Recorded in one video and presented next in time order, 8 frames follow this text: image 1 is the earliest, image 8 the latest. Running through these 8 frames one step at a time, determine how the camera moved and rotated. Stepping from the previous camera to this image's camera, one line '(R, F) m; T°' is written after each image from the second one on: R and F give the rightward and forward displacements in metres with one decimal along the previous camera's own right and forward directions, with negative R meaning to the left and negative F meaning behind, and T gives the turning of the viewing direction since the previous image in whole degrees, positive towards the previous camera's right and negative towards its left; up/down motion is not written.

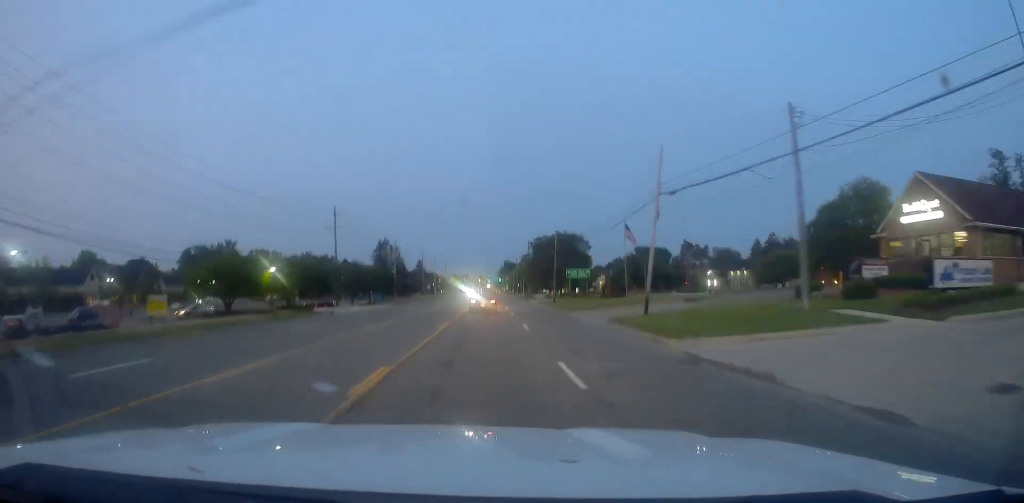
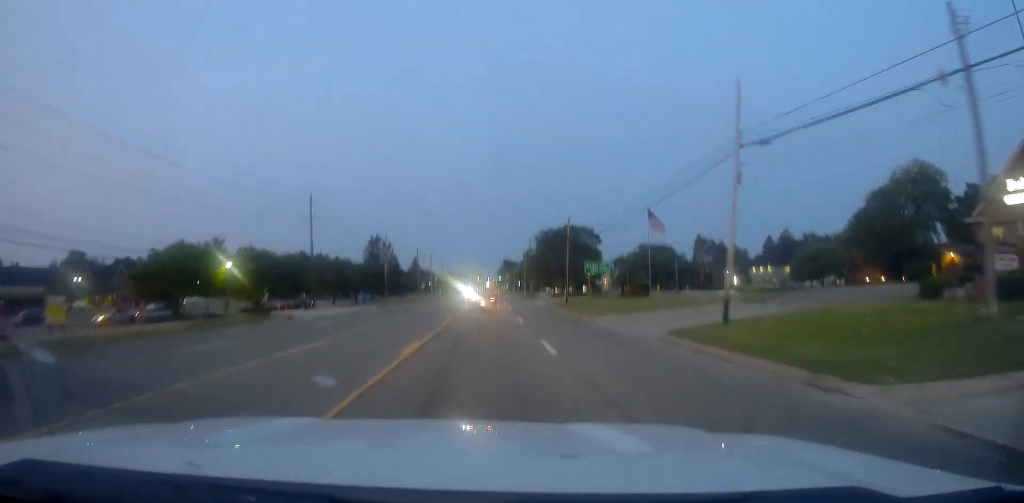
(-0.1, +10.5) m; -1°
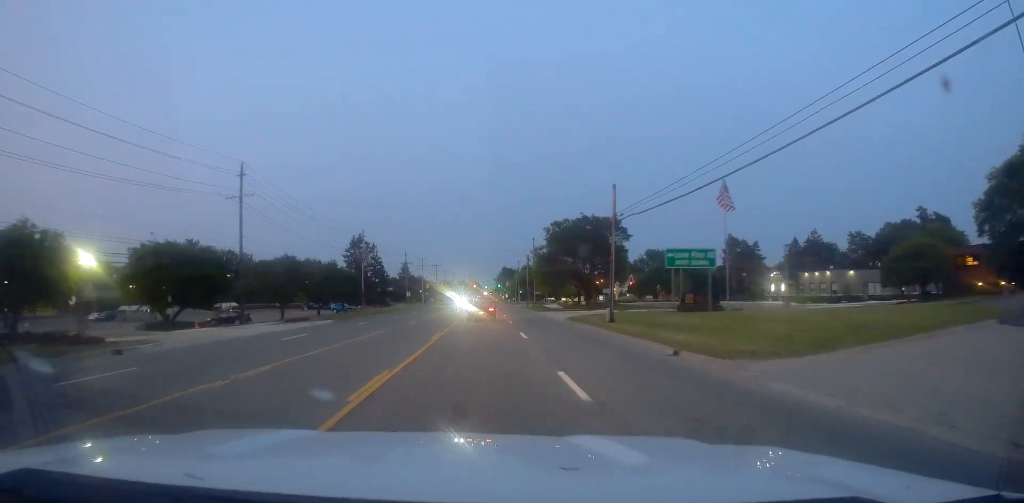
(-0.4, +19.6) m; +1°
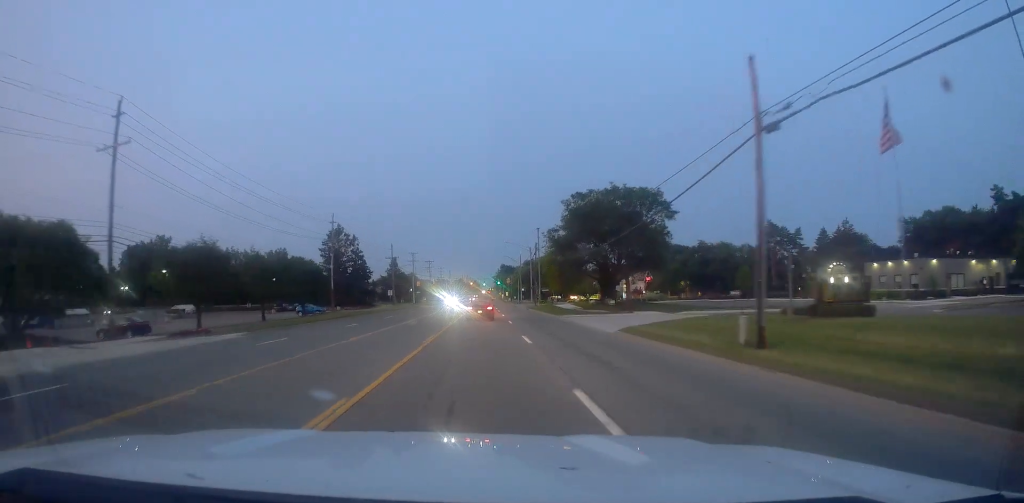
(+0.6, +18.4) m; 0°
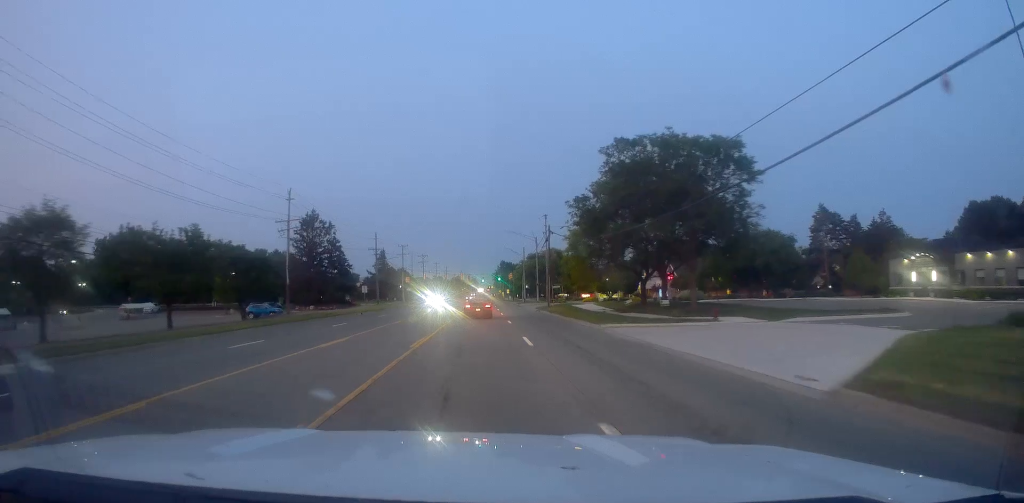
(-0.4, +17.8) m; 0°
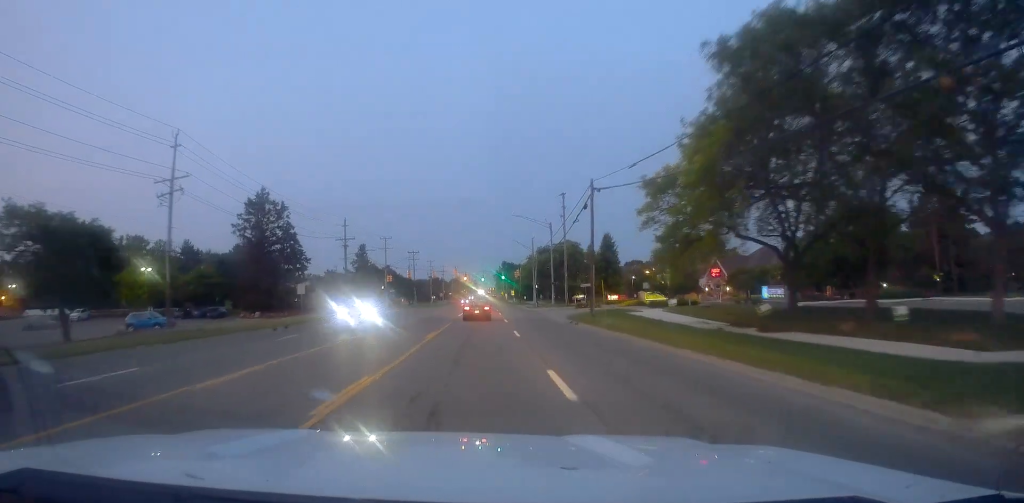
(+0.5, +25.0) m; +1°
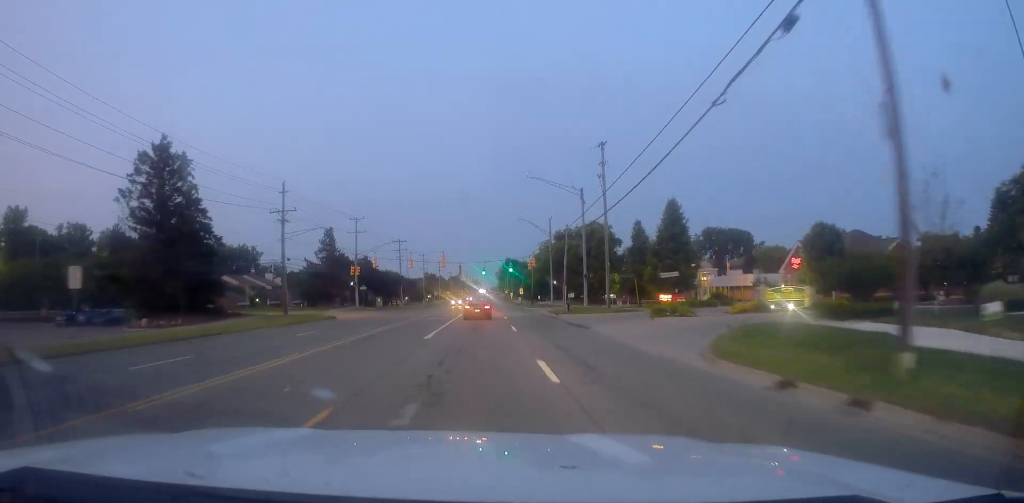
(-0.2, +28.2) m; 0°
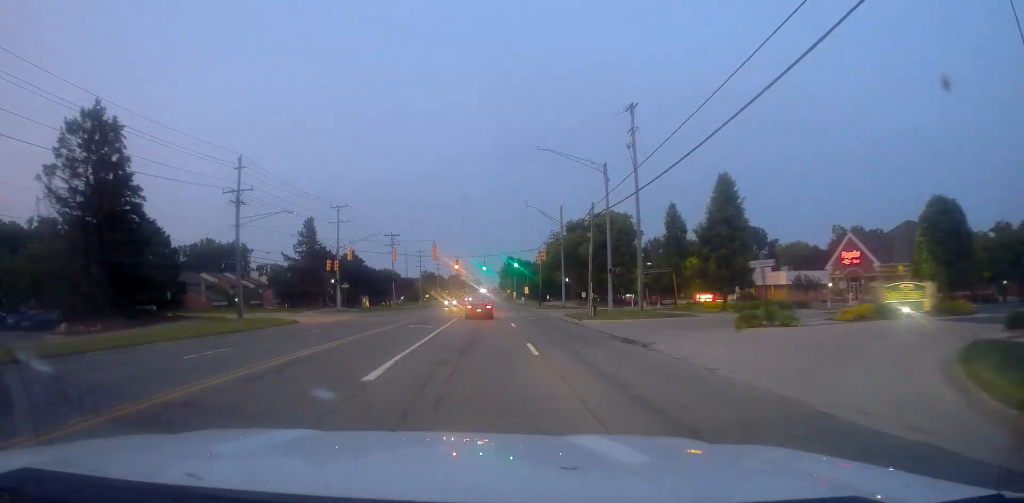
(+0.3, +11.7) m; -1°
